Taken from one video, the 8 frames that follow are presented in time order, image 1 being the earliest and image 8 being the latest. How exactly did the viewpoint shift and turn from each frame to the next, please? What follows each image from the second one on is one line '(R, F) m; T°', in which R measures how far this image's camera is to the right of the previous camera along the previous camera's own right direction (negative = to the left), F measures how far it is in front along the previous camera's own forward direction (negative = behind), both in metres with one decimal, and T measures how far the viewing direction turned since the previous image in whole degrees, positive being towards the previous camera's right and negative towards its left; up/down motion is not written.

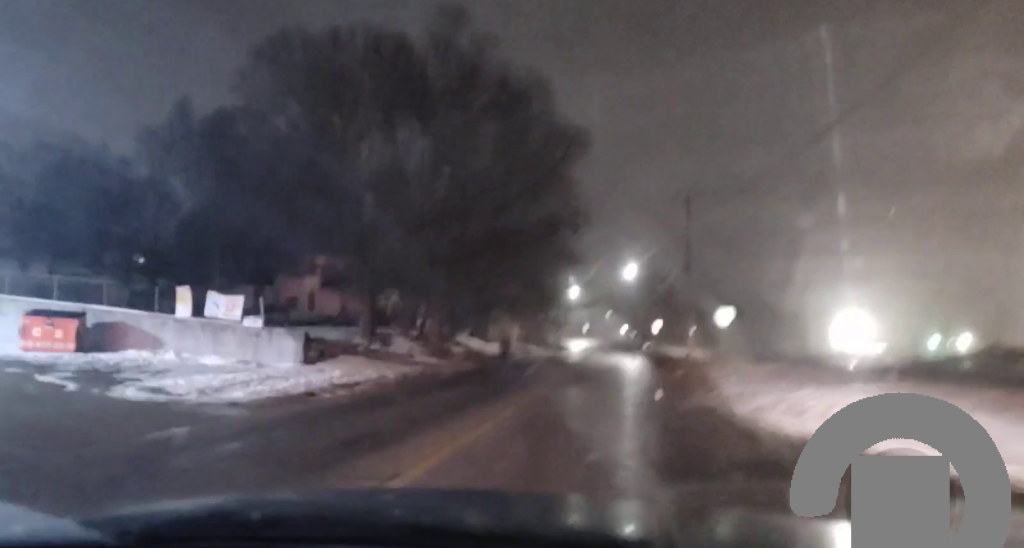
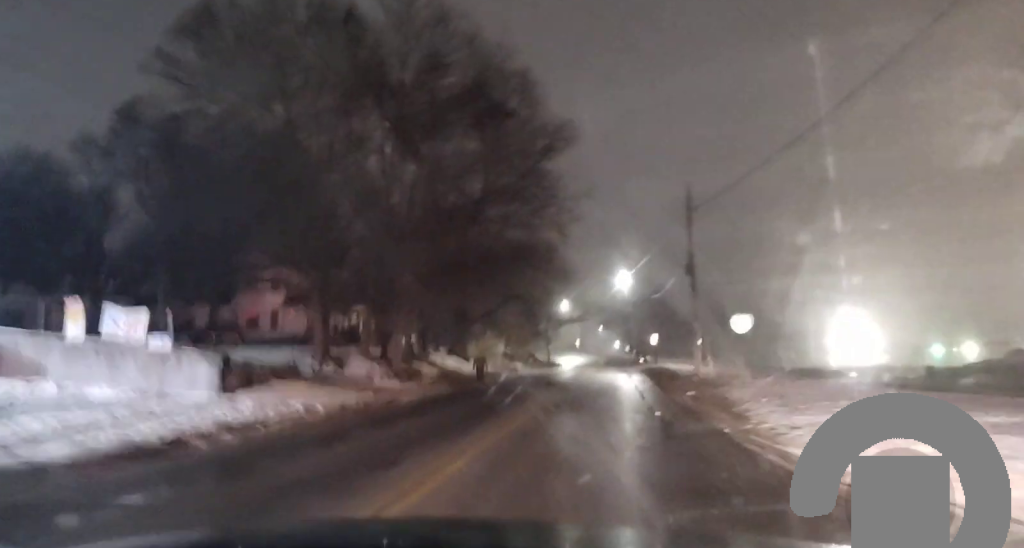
(+0.2, +6.1) m; -3°
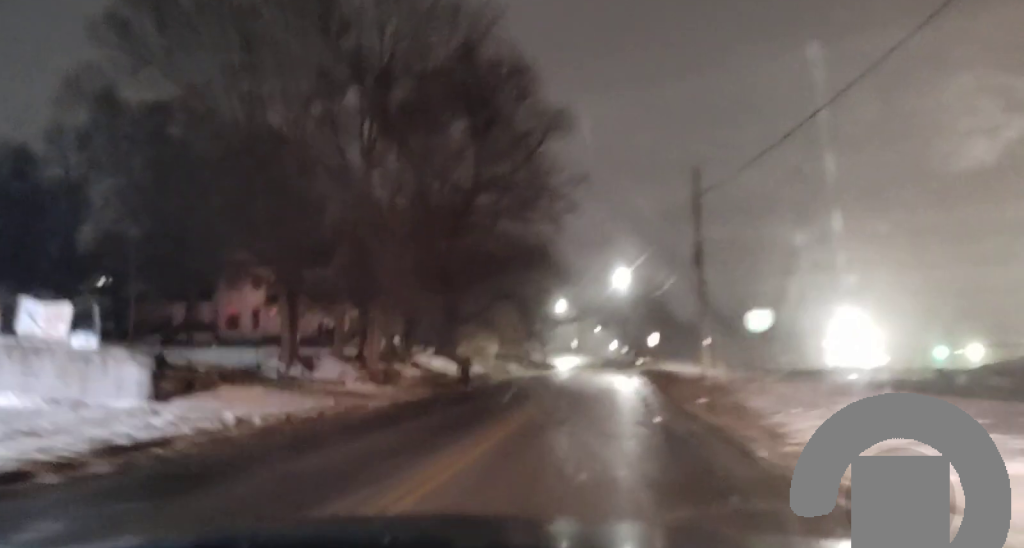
(-0.3, +4.3) m; -2°
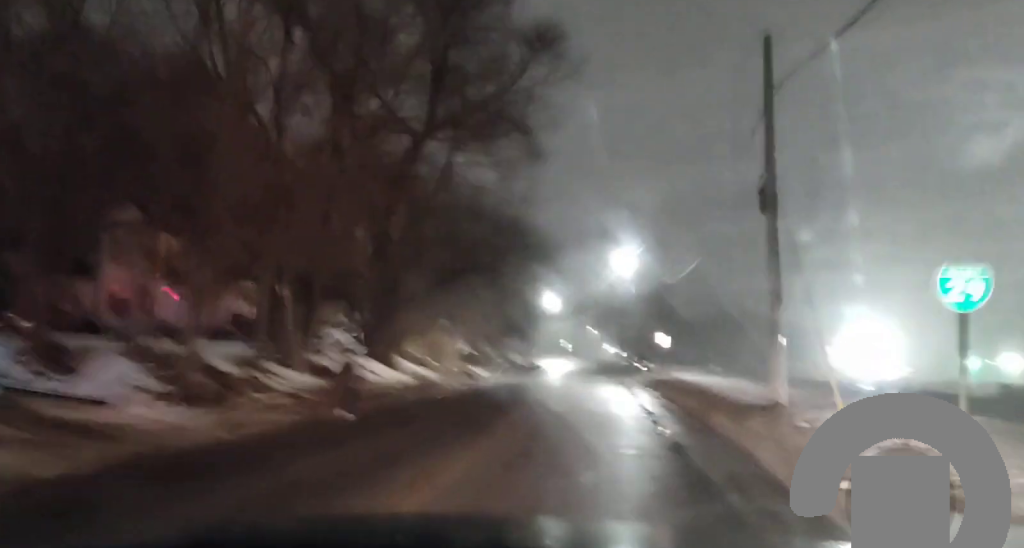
(-0.8, +13.8) m; -3°
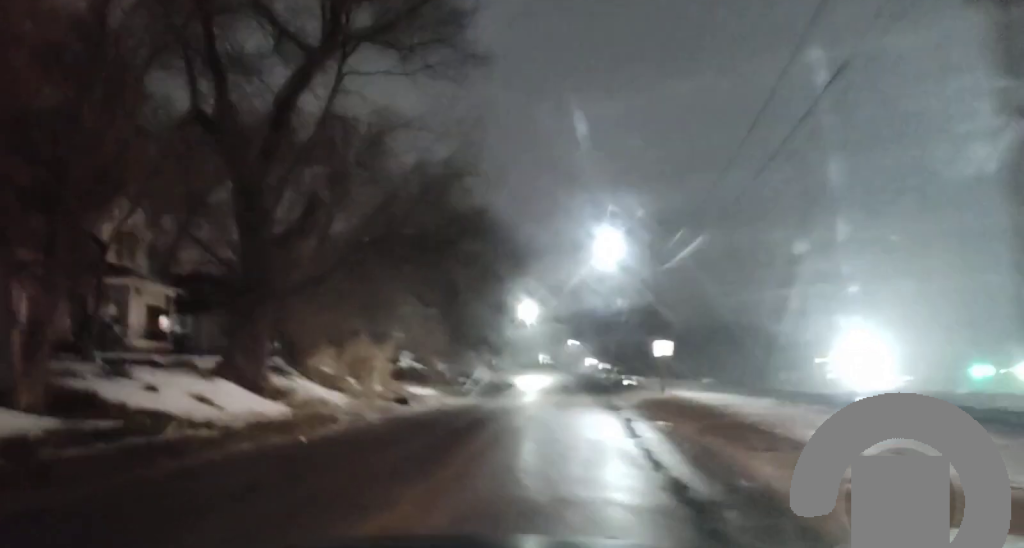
(0.0, +12.9) m; +1°
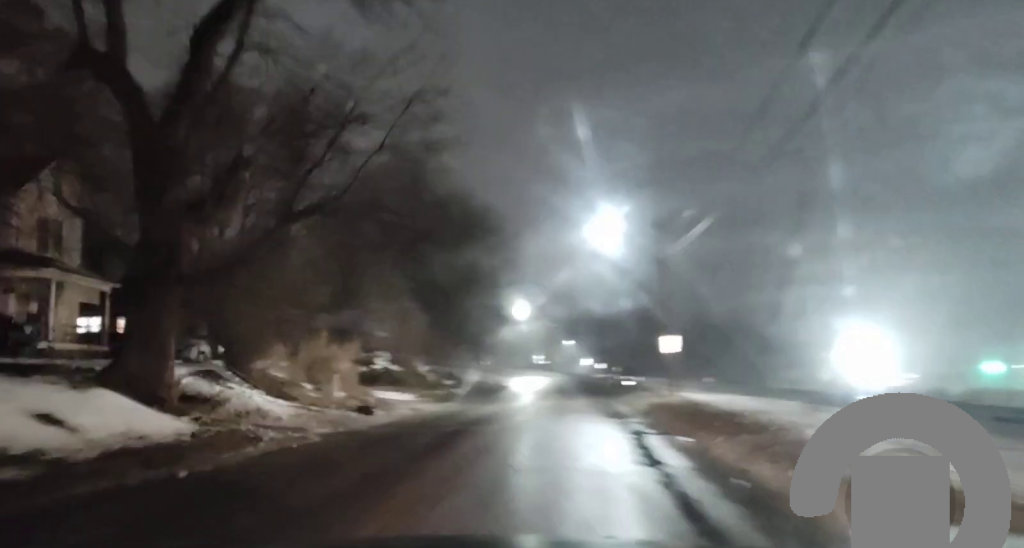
(0.0, +5.9) m; +1°
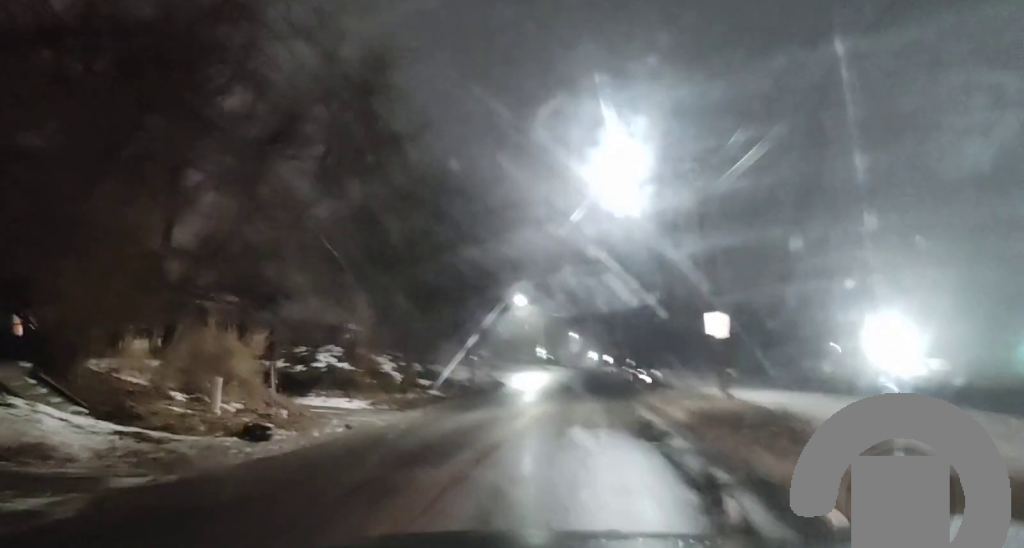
(+0.2, +10.2) m; +3°
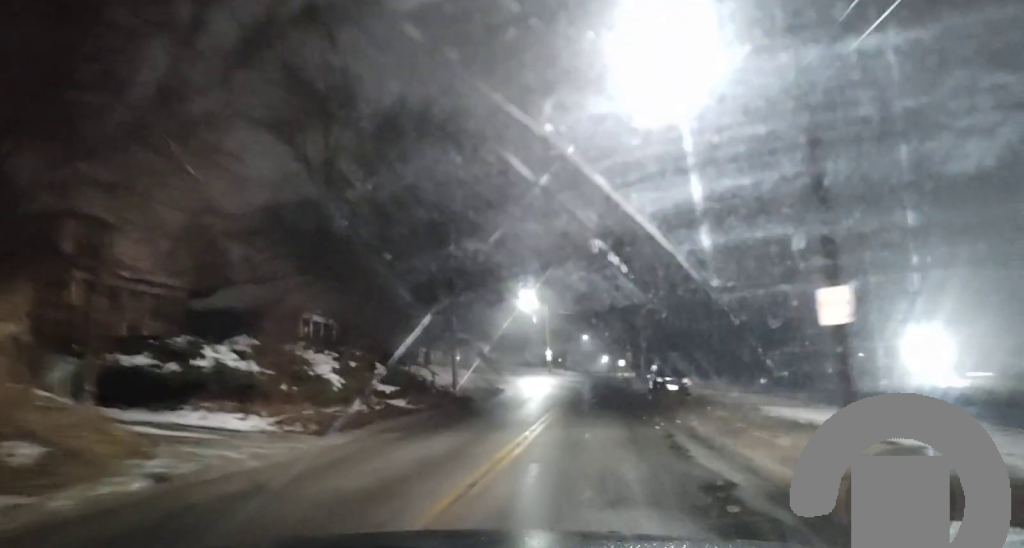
(+0.3, +9.6) m; +1°
